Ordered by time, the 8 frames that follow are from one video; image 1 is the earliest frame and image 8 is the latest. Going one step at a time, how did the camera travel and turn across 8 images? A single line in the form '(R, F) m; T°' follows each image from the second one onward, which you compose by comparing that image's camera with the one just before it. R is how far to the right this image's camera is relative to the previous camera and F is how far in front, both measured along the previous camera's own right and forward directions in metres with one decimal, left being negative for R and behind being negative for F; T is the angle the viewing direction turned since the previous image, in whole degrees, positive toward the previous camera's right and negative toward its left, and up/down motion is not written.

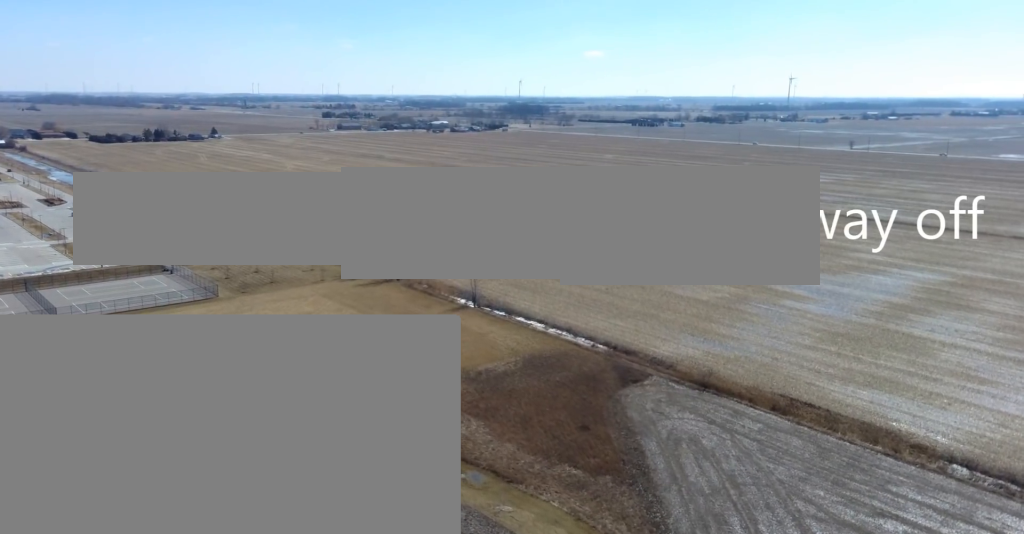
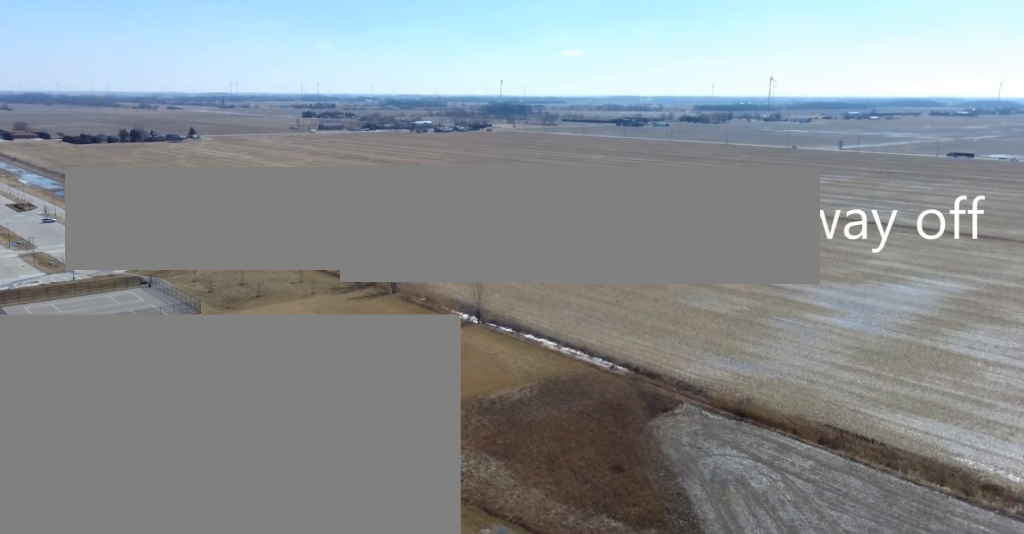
(0.0, +13.8) m; 0°
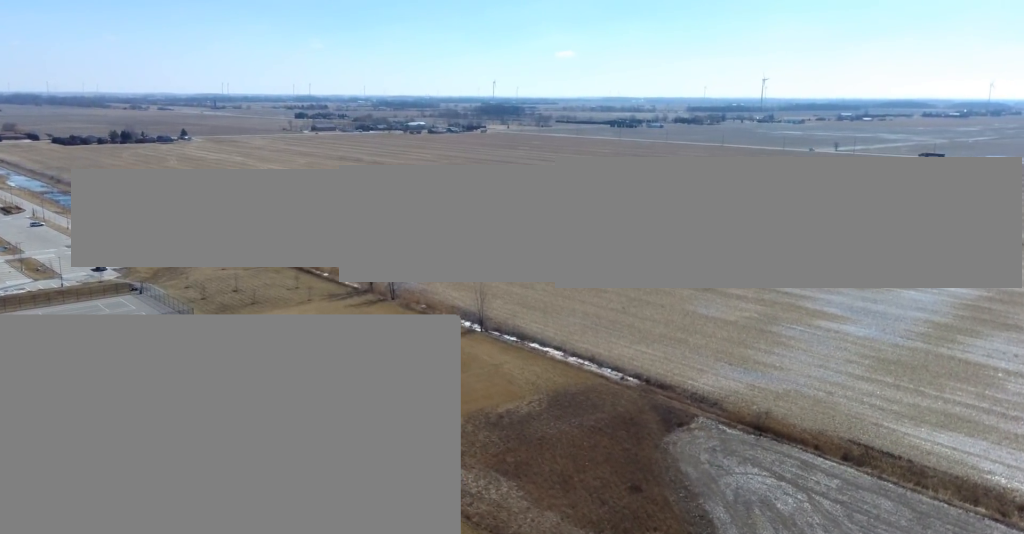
(0.0, +6.2) m; -1°
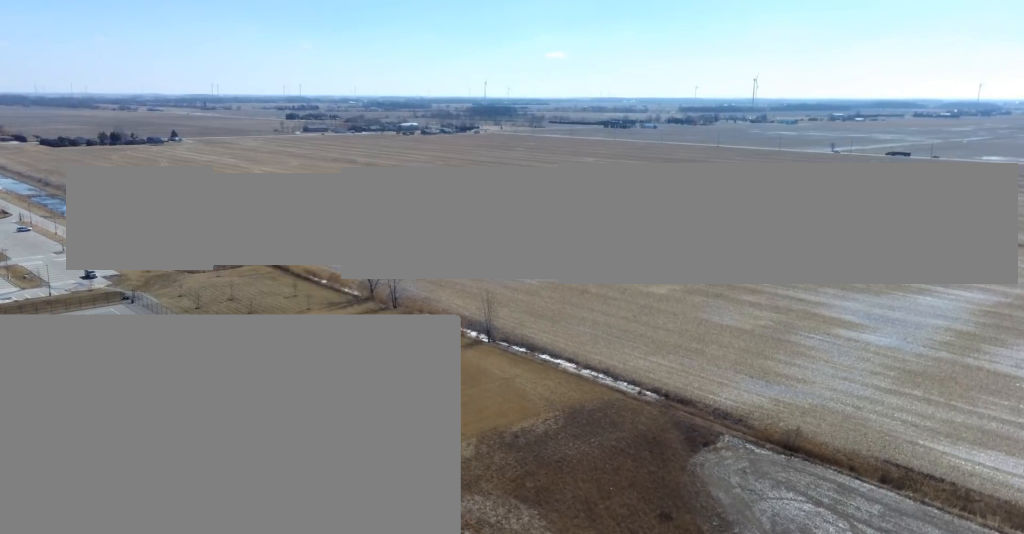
(-0.1, +8.9) m; 0°
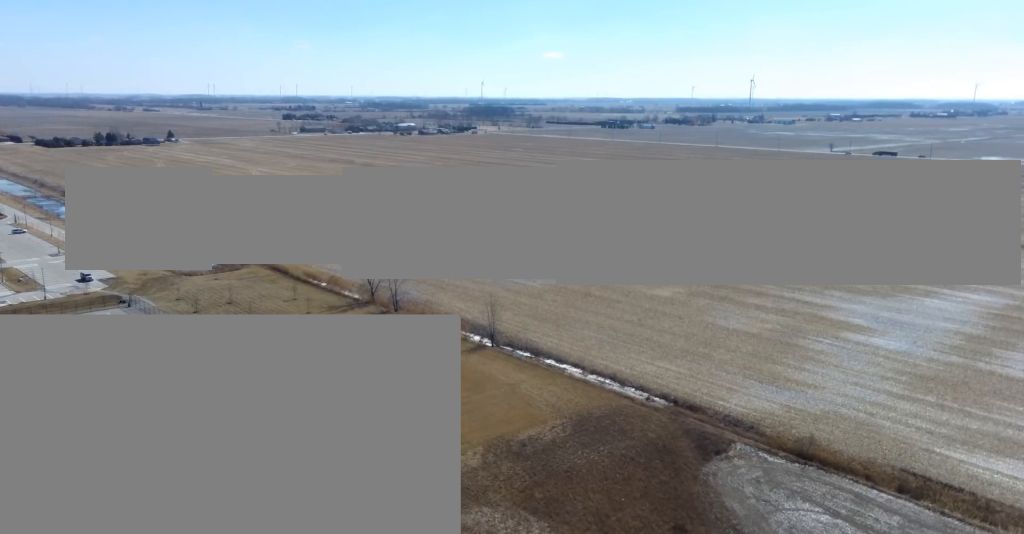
(0.0, +3.8) m; 0°
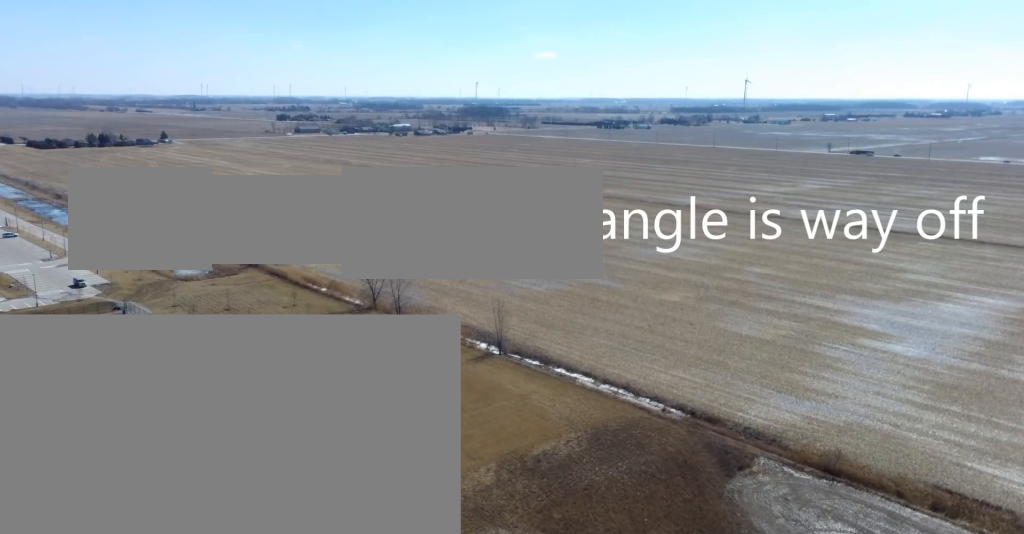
(0.0, +7.0) m; 0°
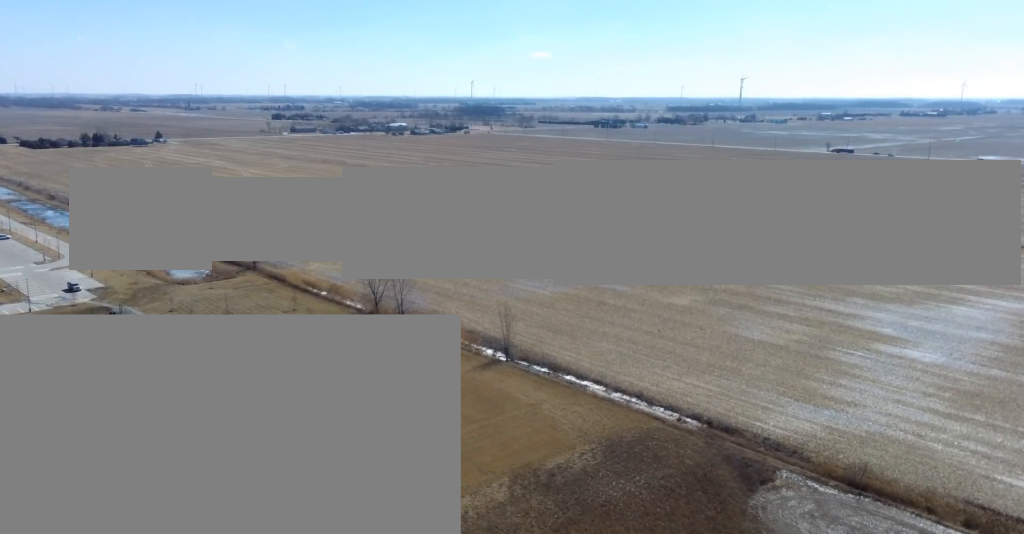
(0.0, +6.1) m; 0°
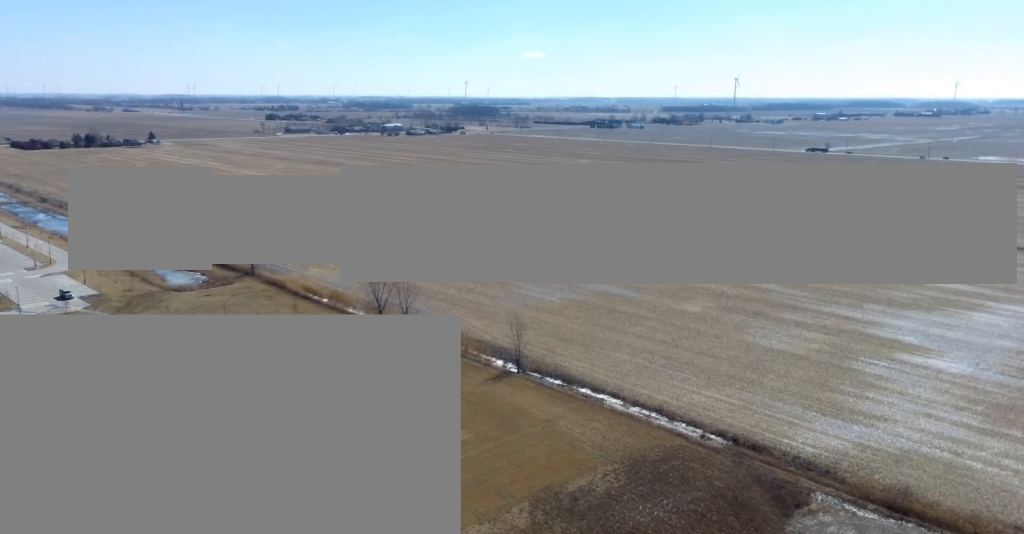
(0.0, +8.3) m; 0°
